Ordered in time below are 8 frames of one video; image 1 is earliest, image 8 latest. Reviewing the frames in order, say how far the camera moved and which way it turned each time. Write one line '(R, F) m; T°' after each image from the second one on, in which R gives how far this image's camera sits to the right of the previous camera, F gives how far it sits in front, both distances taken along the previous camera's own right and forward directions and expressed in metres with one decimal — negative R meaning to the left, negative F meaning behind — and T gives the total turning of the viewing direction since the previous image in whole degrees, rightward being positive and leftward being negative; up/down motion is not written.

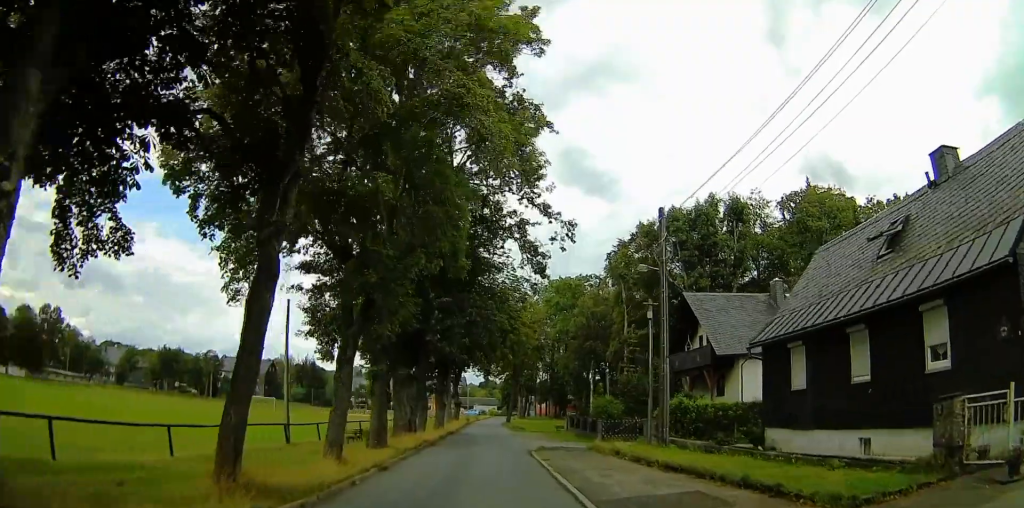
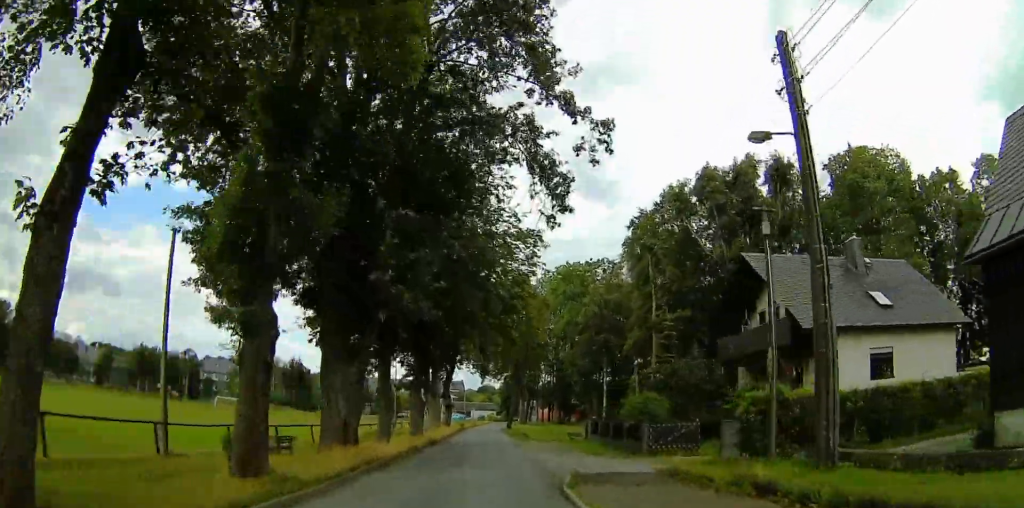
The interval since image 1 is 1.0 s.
(-1.3, +8.2) m; -5°
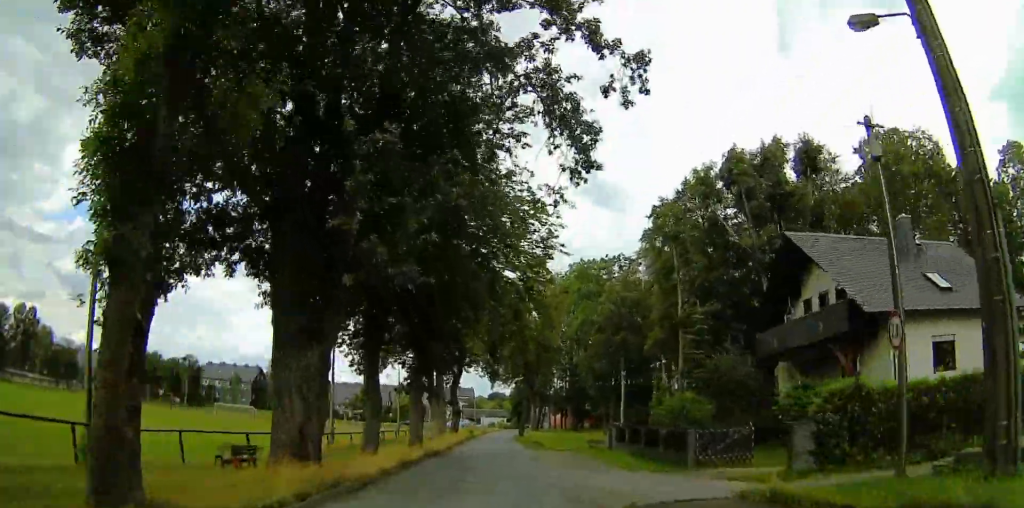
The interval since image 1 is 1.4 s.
(+0.2, +4.0) m; +1°
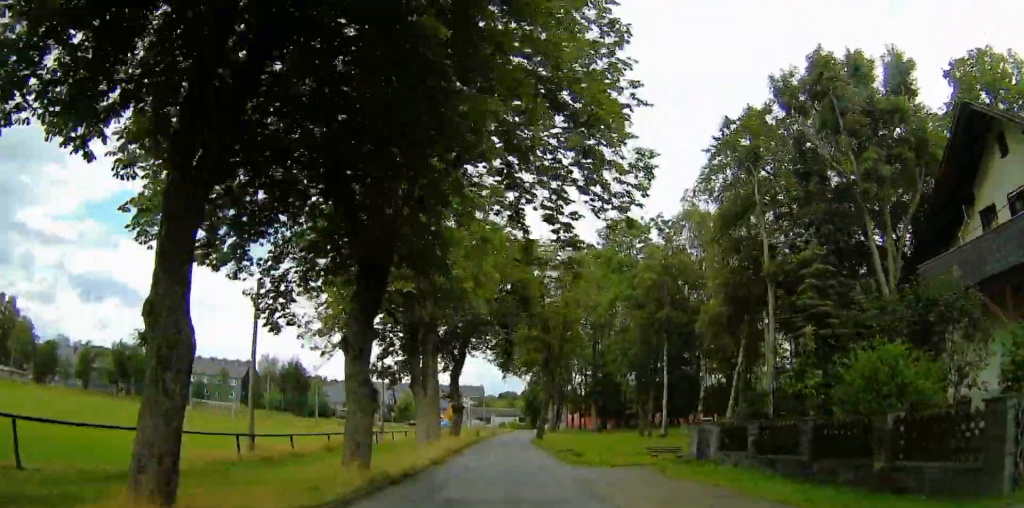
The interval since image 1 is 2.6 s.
(+0.5, +12.4) m; +3°
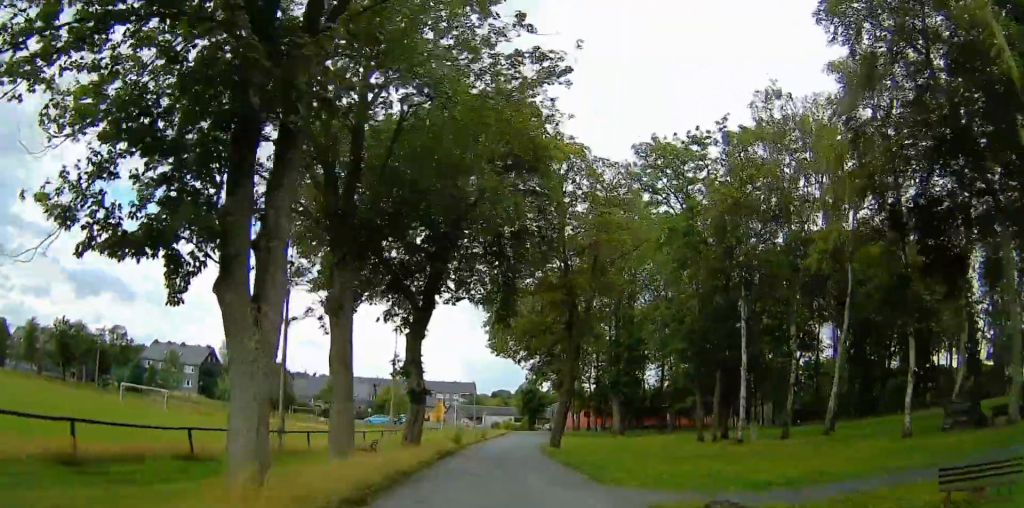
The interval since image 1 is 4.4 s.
(0.0, +19.1) m; 0°
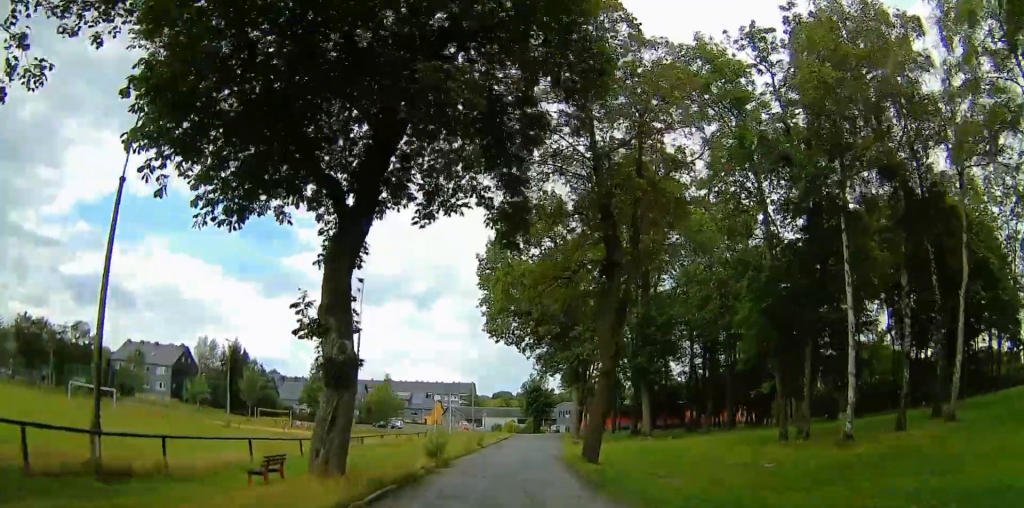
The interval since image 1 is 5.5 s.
(0.0, +12.6) m; +2°
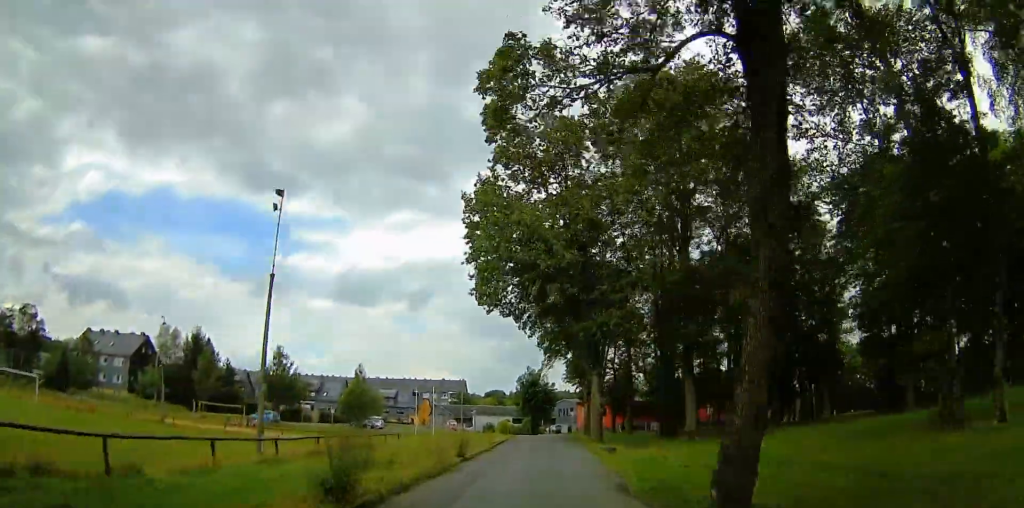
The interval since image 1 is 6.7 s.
(+0.7, +12.6) m; +6°
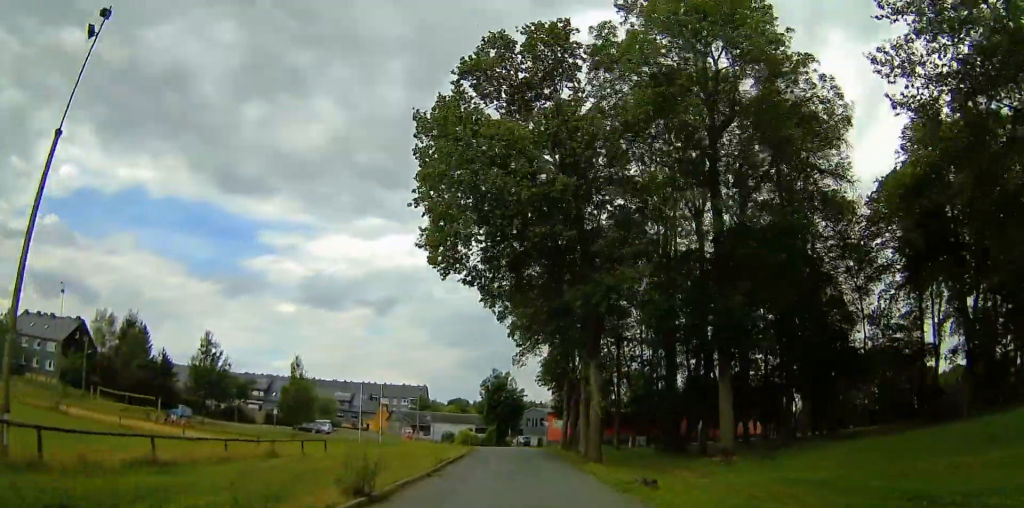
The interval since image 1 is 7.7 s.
(+0.2, +10.6) m; +1°
